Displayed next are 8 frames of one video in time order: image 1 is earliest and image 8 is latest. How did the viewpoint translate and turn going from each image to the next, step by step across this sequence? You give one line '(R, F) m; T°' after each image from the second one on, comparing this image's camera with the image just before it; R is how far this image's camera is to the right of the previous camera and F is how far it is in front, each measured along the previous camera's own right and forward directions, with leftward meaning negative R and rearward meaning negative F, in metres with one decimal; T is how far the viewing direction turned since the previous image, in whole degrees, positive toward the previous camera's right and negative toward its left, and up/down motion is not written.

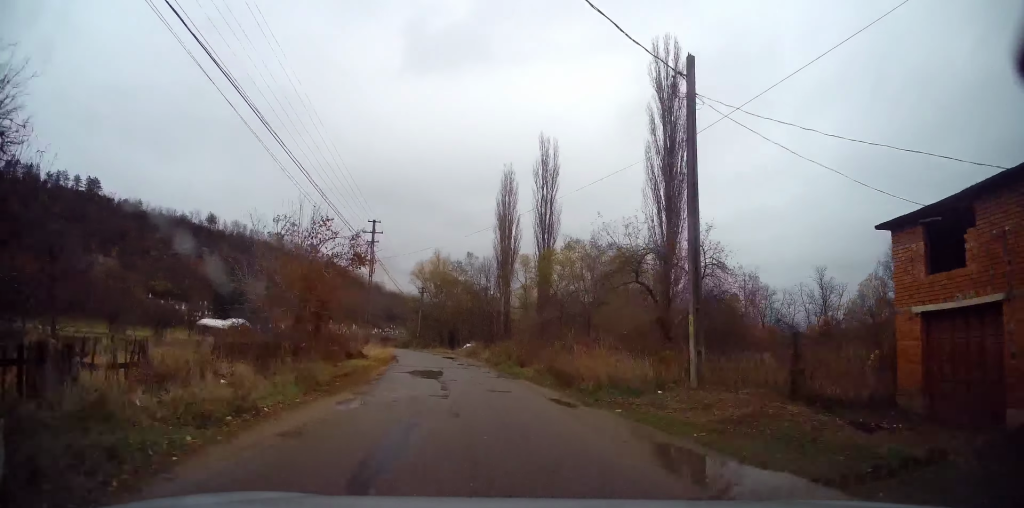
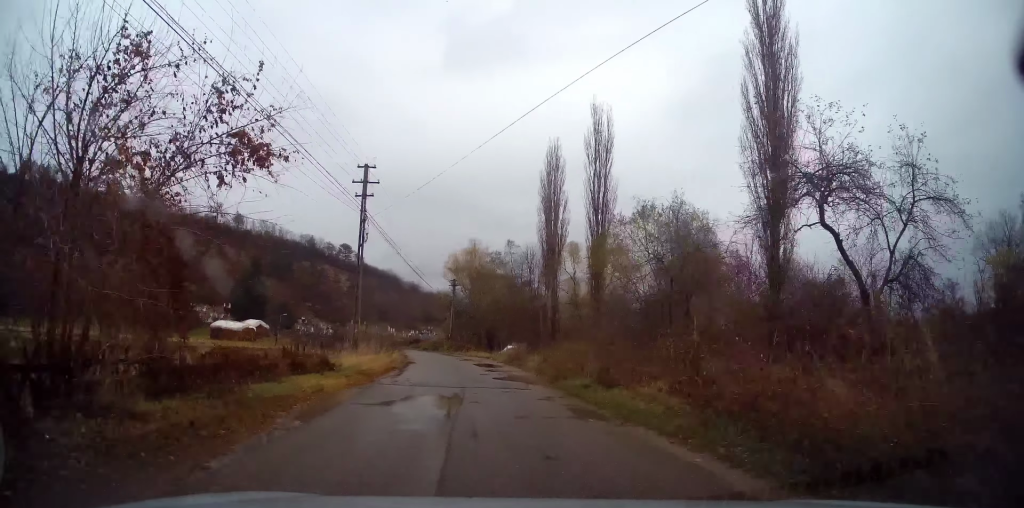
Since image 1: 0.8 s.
(-0.3, +11.0) m; -4°
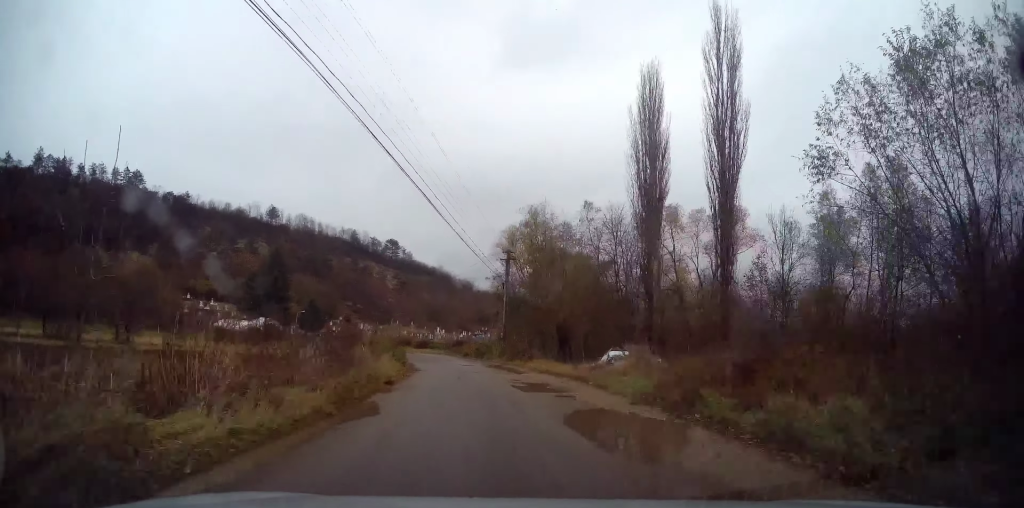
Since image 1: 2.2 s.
(-1.5, +20.6) m; -7°
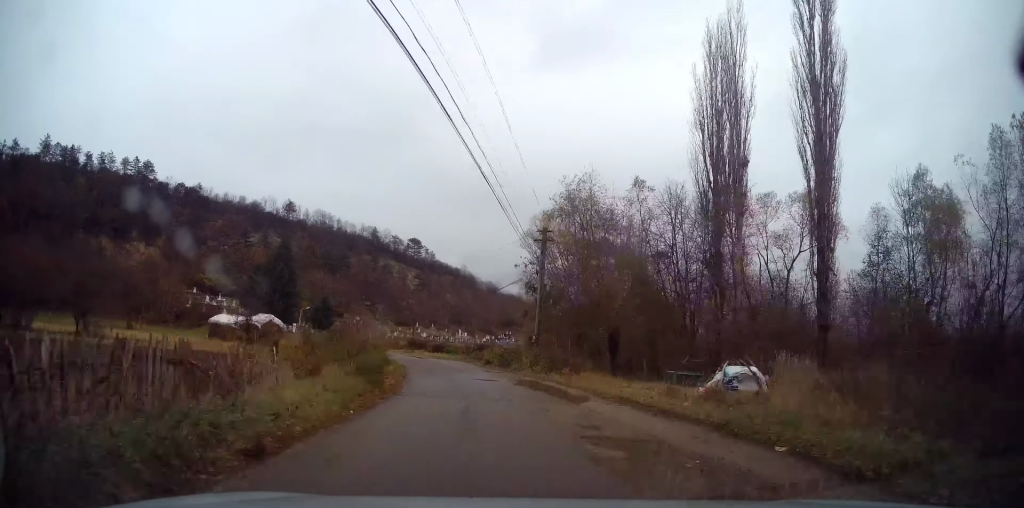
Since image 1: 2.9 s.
(-0.1, +9.7) m; -3°
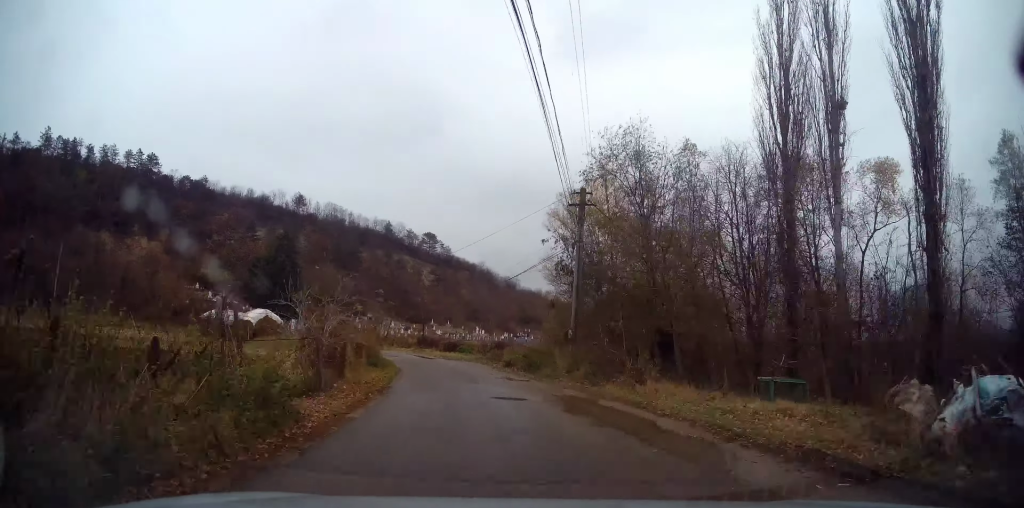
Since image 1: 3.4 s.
(0.0, +7.7) m; -2°
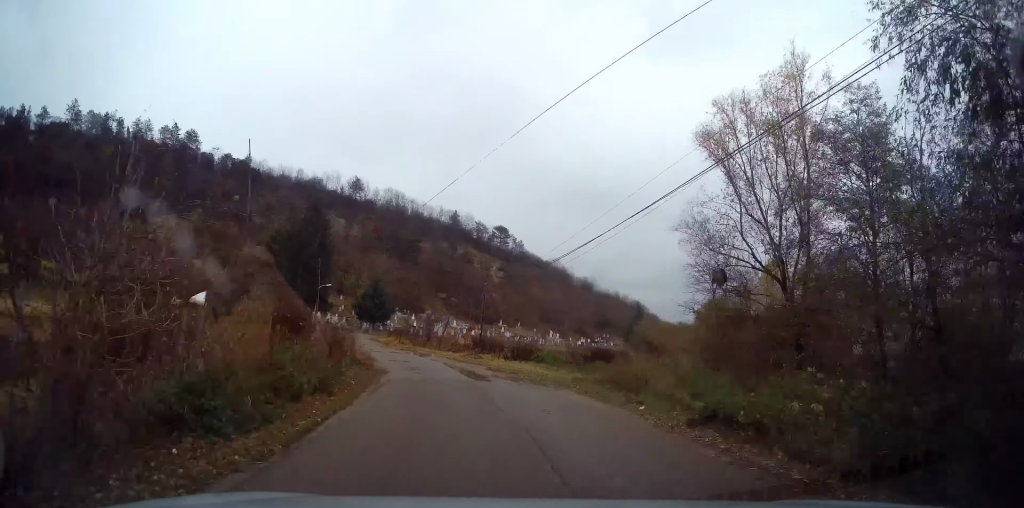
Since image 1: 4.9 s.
(-1.1, +20.2) m; -7°
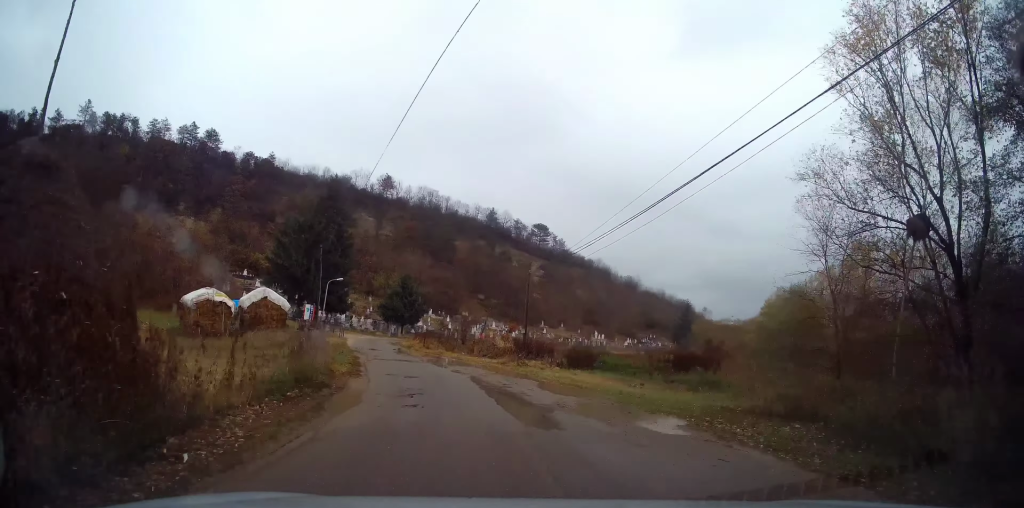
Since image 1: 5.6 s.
(-0.3, +8.8) m; -5°
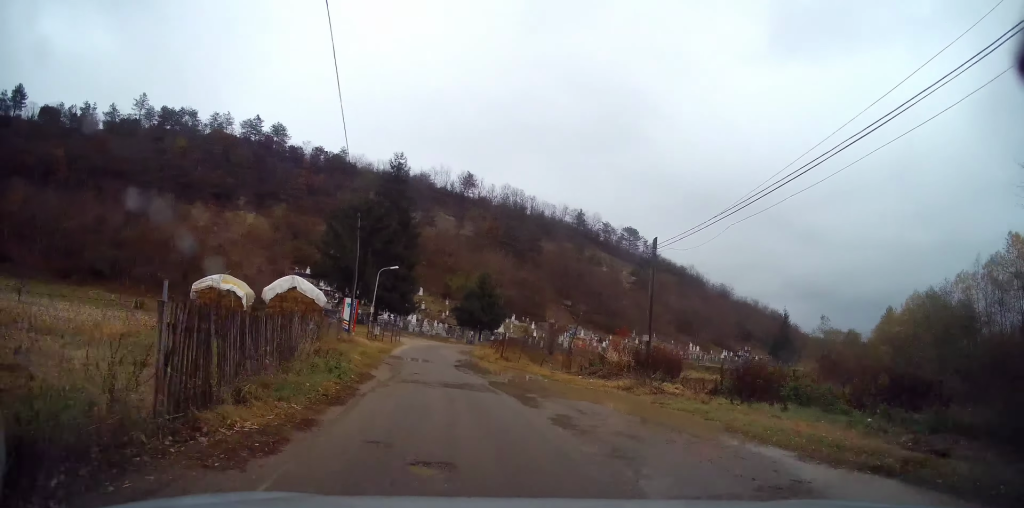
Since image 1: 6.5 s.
(-0.9, +10.5) m; -6°
